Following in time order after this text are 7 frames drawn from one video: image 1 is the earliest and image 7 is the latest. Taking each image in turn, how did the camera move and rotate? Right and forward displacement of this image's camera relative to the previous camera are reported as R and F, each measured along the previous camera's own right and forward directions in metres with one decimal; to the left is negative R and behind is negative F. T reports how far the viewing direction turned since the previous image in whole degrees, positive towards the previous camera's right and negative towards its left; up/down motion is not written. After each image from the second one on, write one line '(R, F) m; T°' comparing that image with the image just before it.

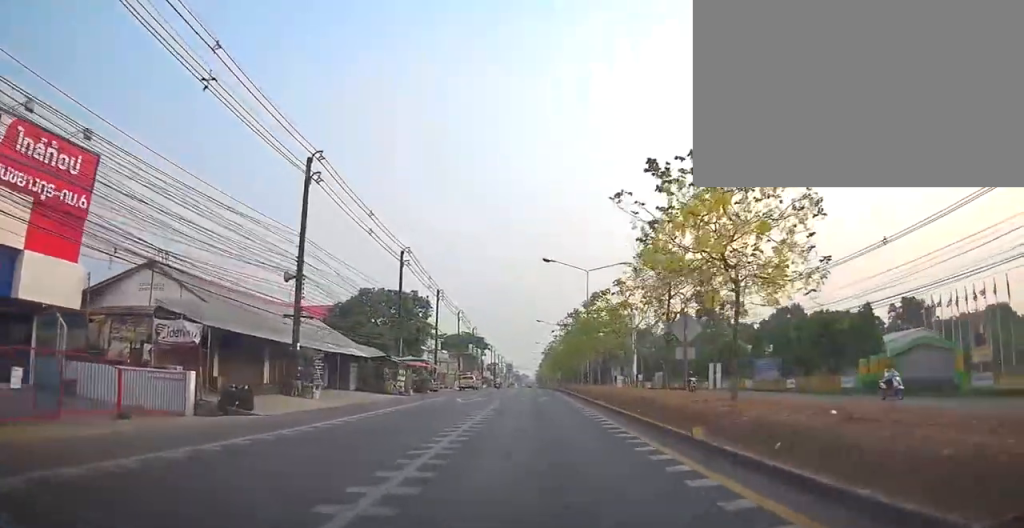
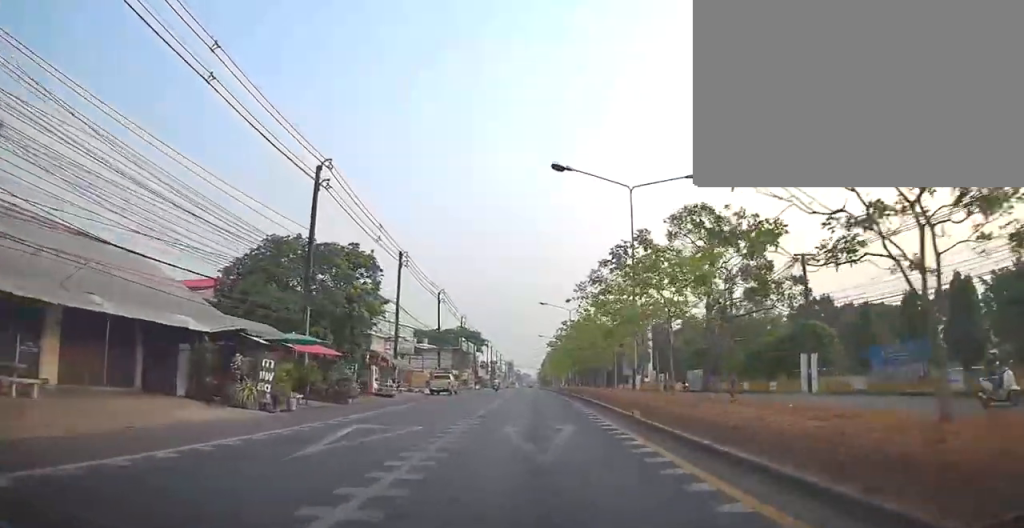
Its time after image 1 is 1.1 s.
(+0.4, +19.1) m; +2°
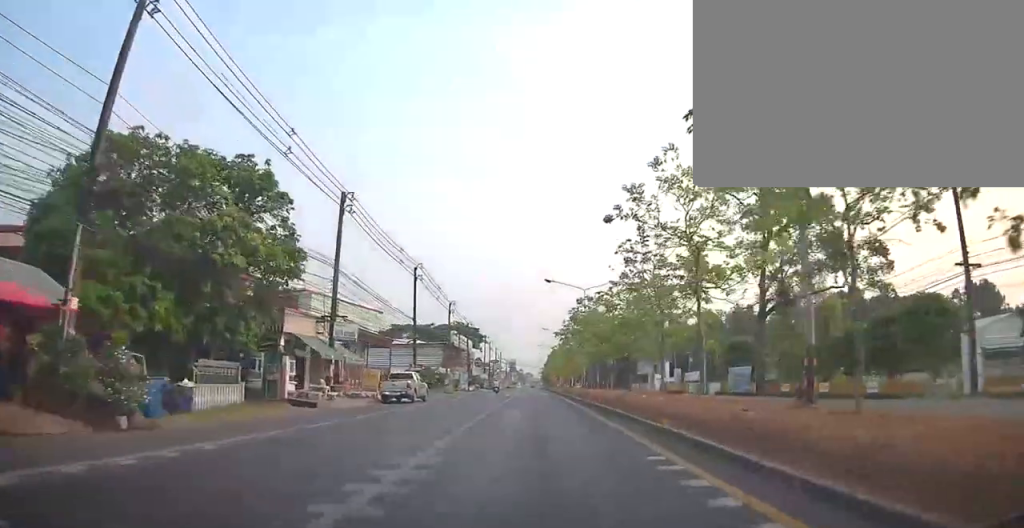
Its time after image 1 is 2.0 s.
(+0.3, +15.0) m; -1°
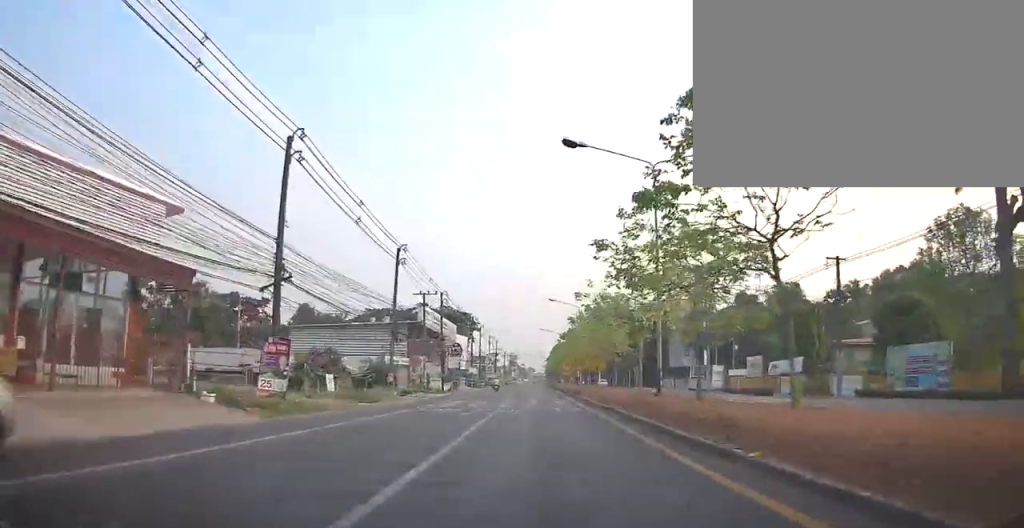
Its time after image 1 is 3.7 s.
(-1.1, +28.1) m; -2°
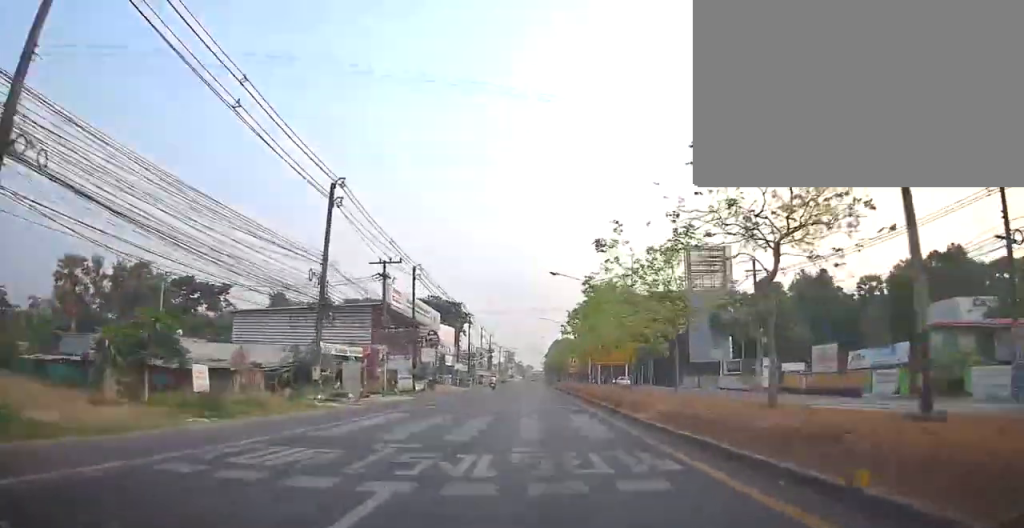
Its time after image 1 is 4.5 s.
(0.0, +13.9) m; 0°
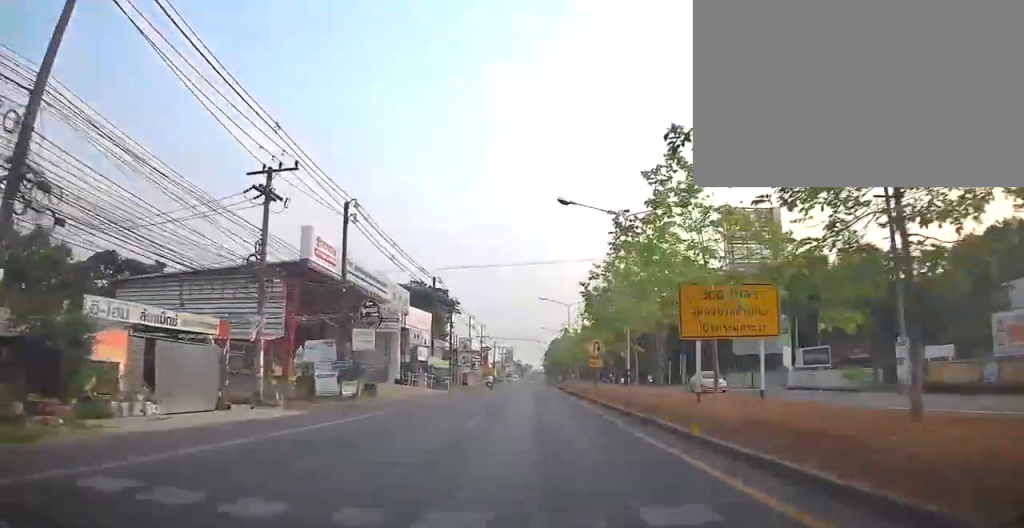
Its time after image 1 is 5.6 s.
(0.0, +18.5) m; 0°
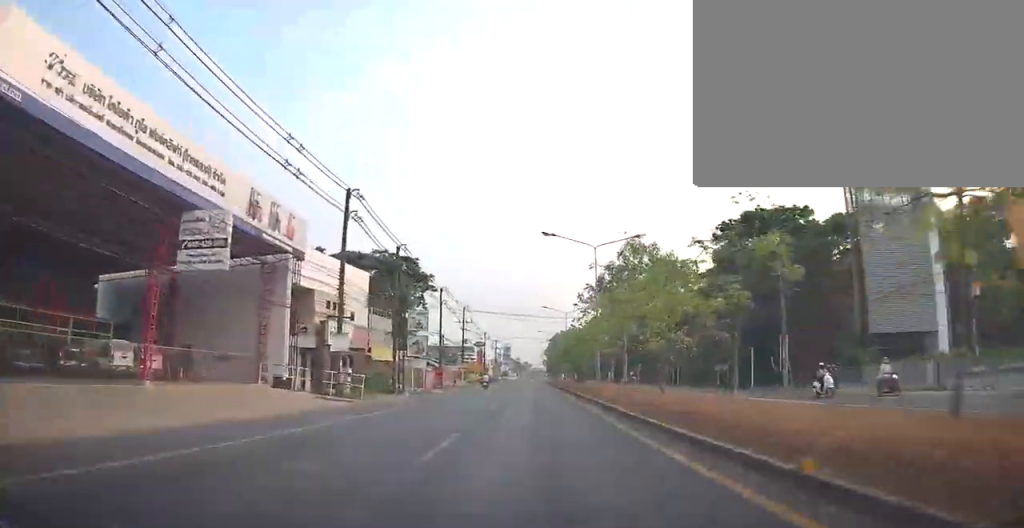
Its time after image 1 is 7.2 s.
(0.0, +27.5) m; 0°
